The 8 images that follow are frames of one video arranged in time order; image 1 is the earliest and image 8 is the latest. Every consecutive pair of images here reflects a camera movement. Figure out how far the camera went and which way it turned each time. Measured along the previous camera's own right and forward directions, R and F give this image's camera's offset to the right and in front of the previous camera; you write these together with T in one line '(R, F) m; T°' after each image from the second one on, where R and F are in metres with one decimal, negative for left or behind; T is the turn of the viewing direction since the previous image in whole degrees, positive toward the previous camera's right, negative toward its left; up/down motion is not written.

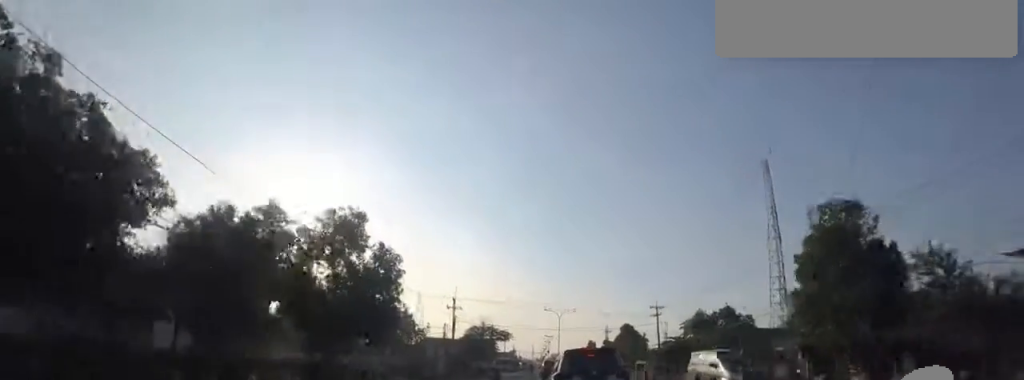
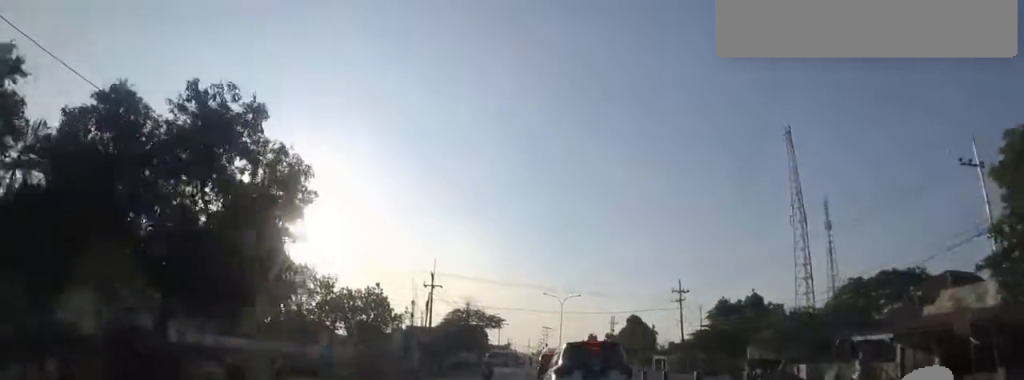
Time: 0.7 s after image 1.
(-0.4, +11.6) m; 0°
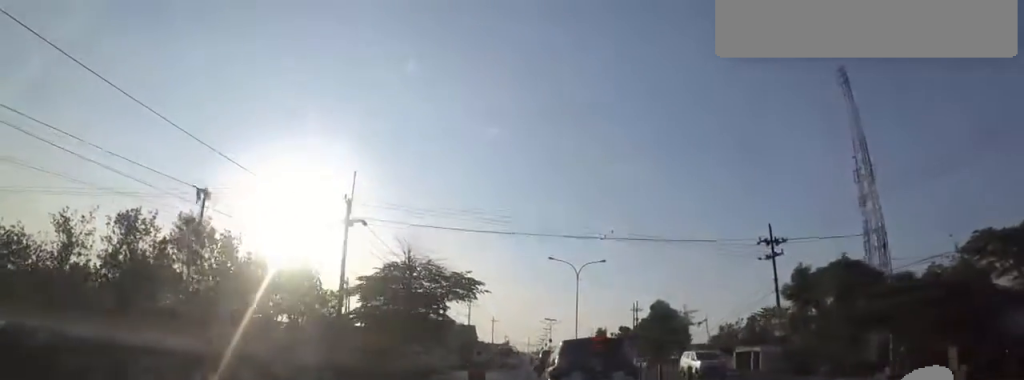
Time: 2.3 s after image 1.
(+0.2, +22.0) m; -2°
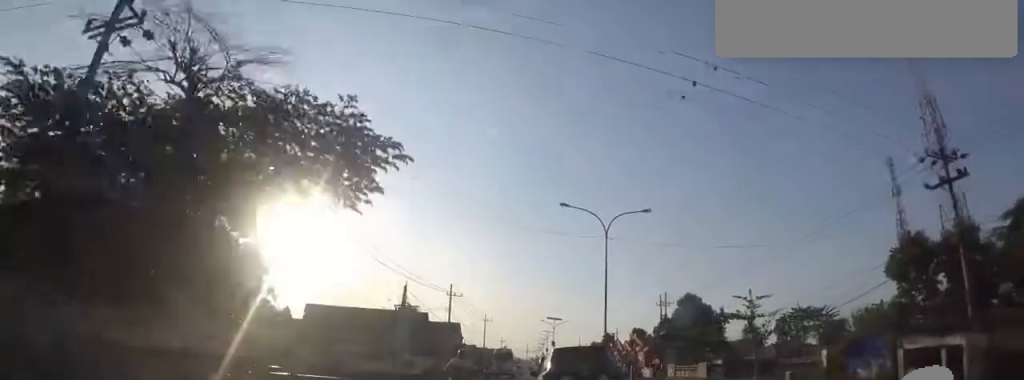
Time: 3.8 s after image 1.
(-1.4, +16.4) m; -2°
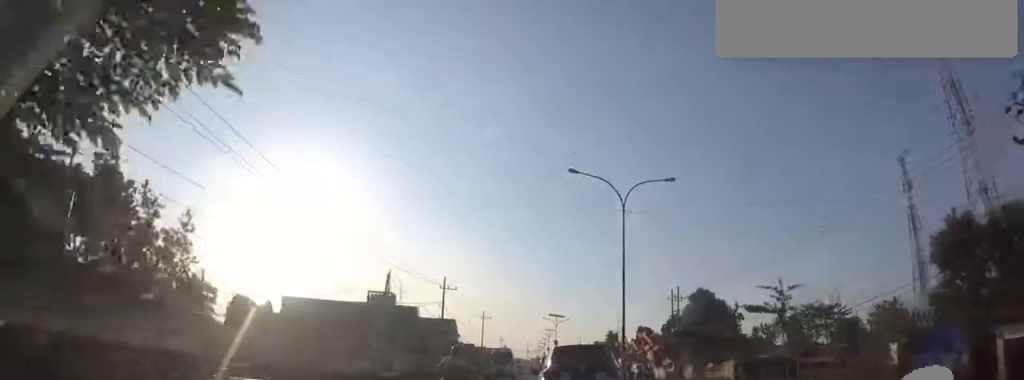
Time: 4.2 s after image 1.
(-0.2, +4.8) m; +2°
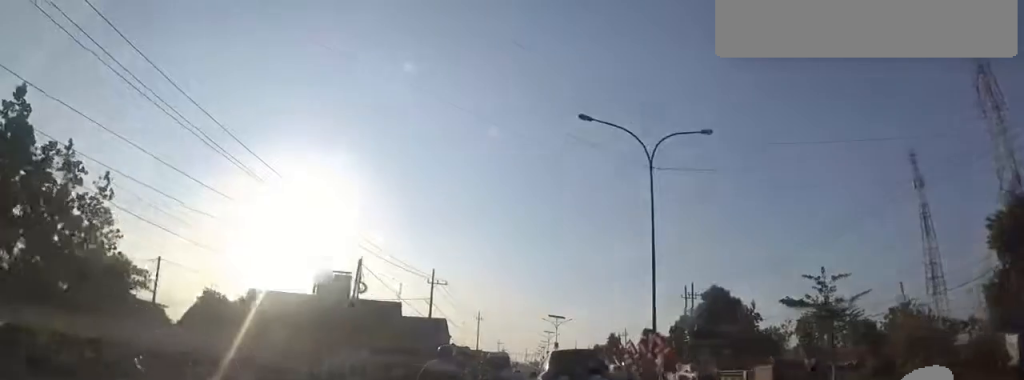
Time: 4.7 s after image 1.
(+0.5, +5.7) m; 0°
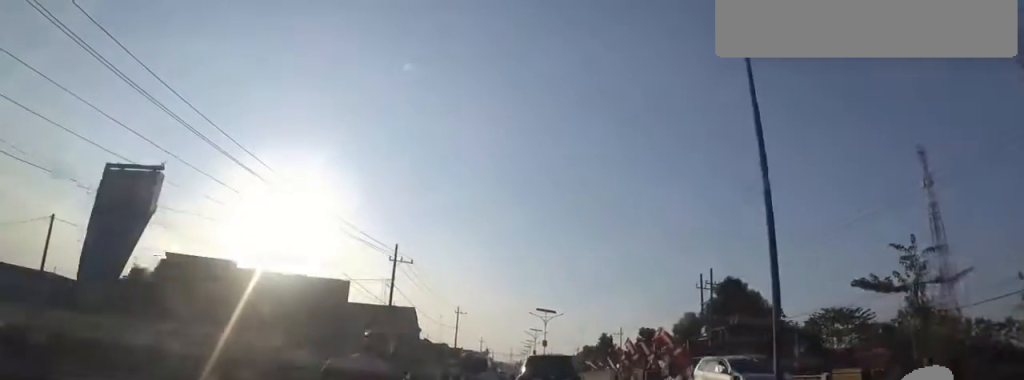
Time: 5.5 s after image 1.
(+0.2, +9.3) m; 0°
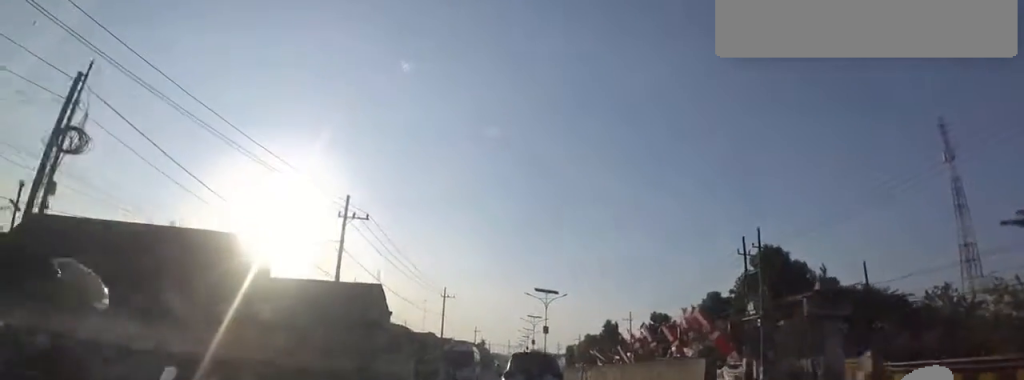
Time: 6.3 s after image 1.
(-0.6, +10.1) m; +1°
